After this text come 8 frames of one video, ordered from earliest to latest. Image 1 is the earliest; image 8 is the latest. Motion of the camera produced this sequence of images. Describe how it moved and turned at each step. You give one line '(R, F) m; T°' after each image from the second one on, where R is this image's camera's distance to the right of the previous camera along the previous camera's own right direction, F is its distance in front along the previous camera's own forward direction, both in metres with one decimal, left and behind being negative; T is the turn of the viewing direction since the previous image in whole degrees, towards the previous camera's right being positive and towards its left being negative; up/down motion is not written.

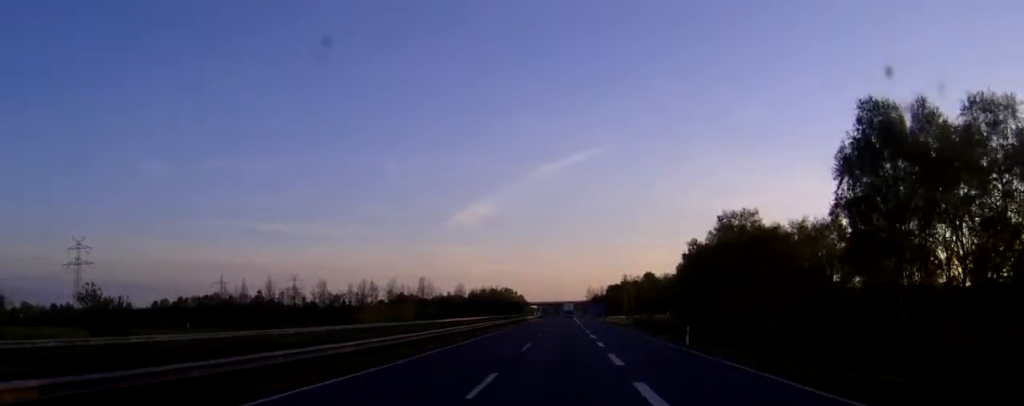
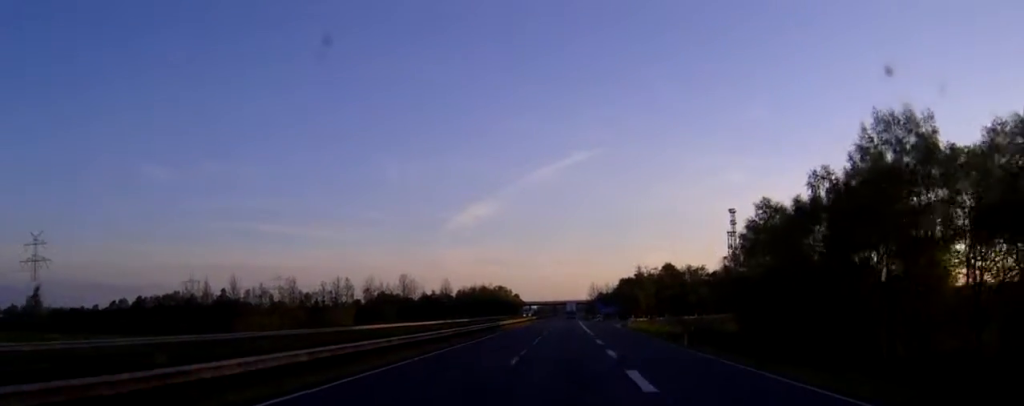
(+0.1, +43.9) m; 0°
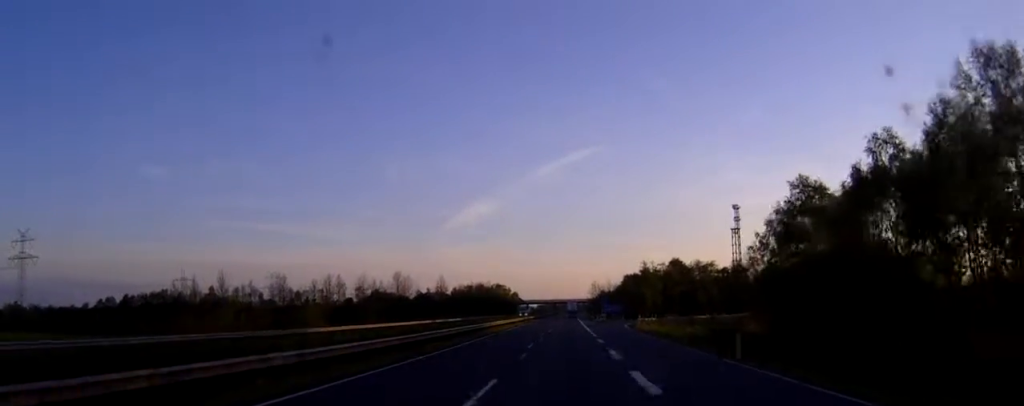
(0.0, +12.7) m; 0°
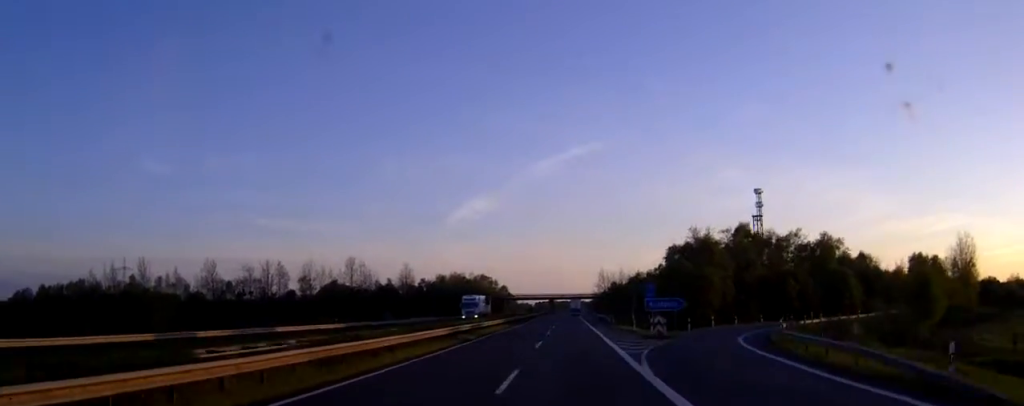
(-0.1, +68.3) m; 0°
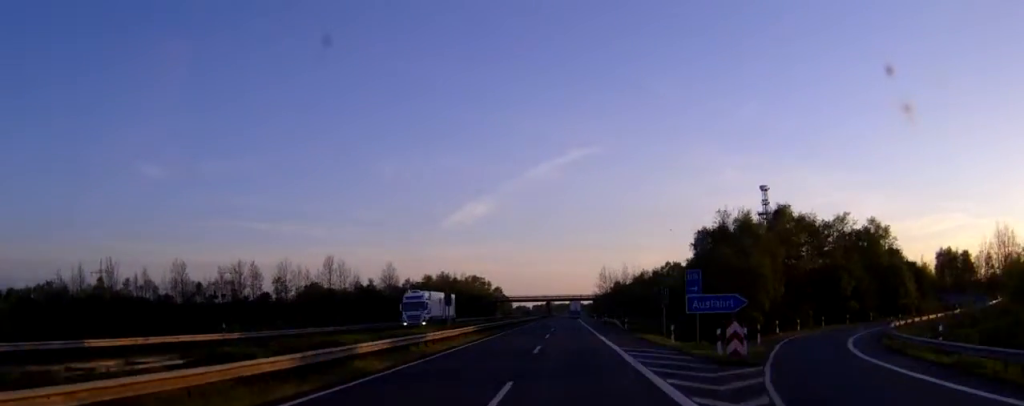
(0.0, +21.5) m; 0°
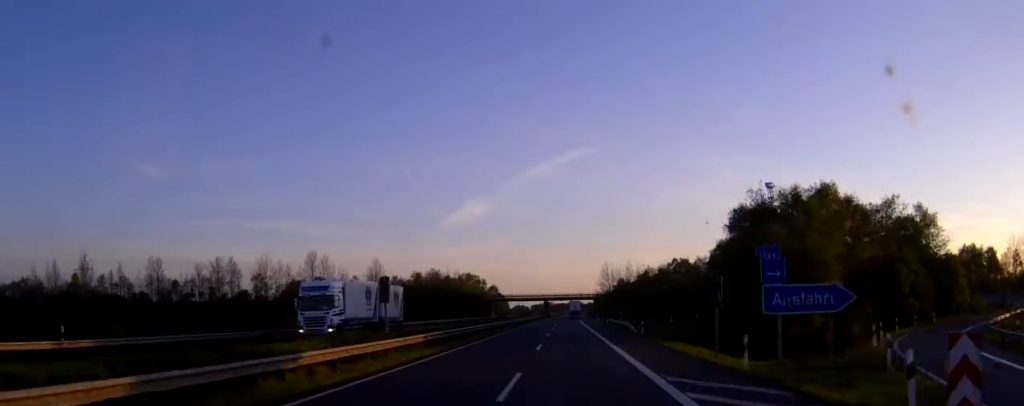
(0.0, +15.6) m; 0°
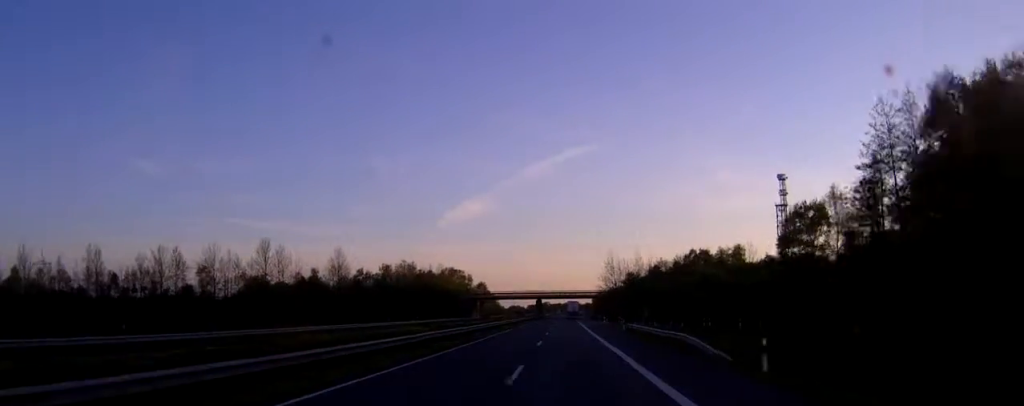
(0.0, +33.1) m; 0°
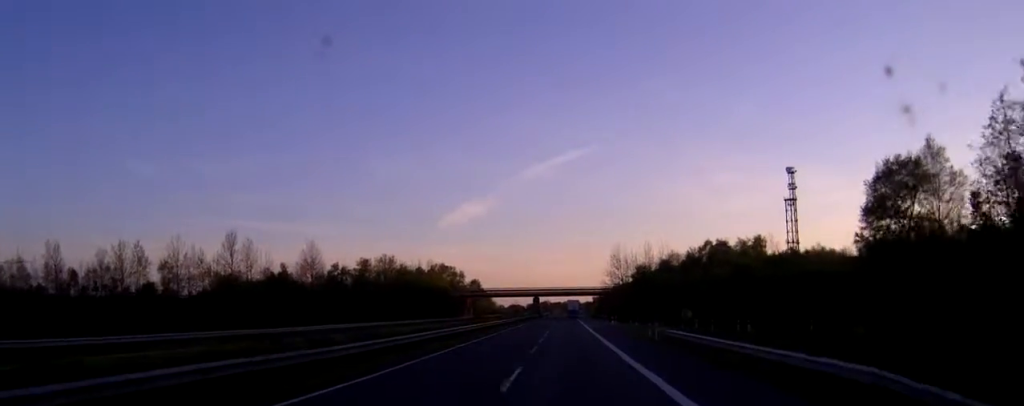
(+0.1, +19.5) m; 0°
